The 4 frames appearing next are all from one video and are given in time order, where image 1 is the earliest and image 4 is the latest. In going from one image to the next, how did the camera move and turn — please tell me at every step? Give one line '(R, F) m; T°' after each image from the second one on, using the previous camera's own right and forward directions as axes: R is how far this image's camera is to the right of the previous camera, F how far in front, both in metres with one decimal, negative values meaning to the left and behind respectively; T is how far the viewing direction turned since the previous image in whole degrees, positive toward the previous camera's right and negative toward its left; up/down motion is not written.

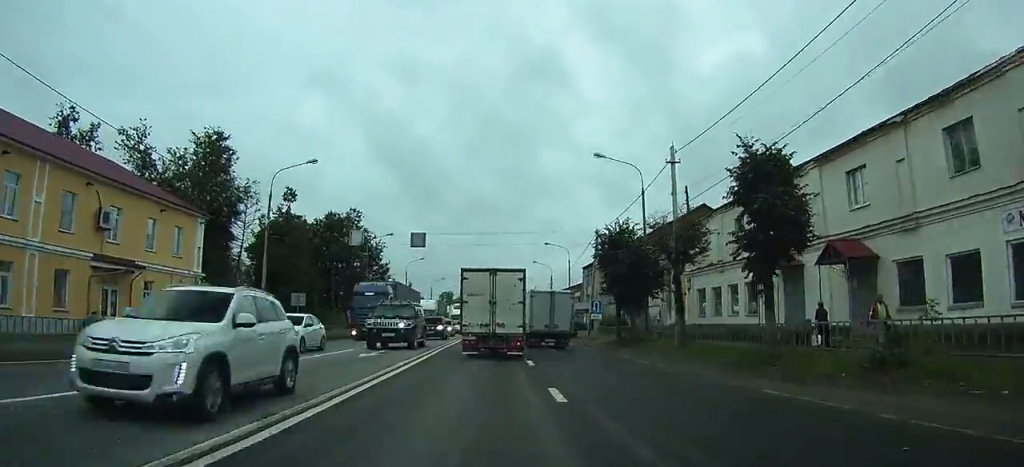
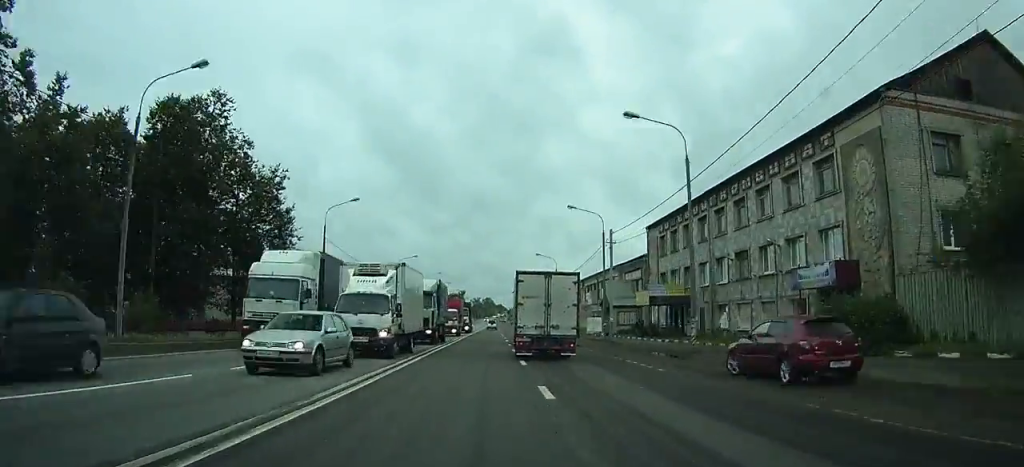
(+0.8, +41.3) m; +2°
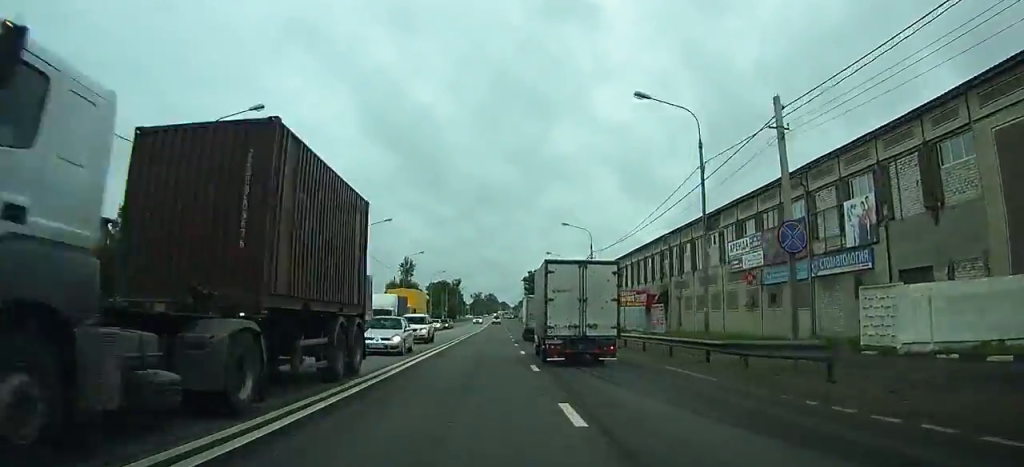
(0.0, +54.3) m; 0°
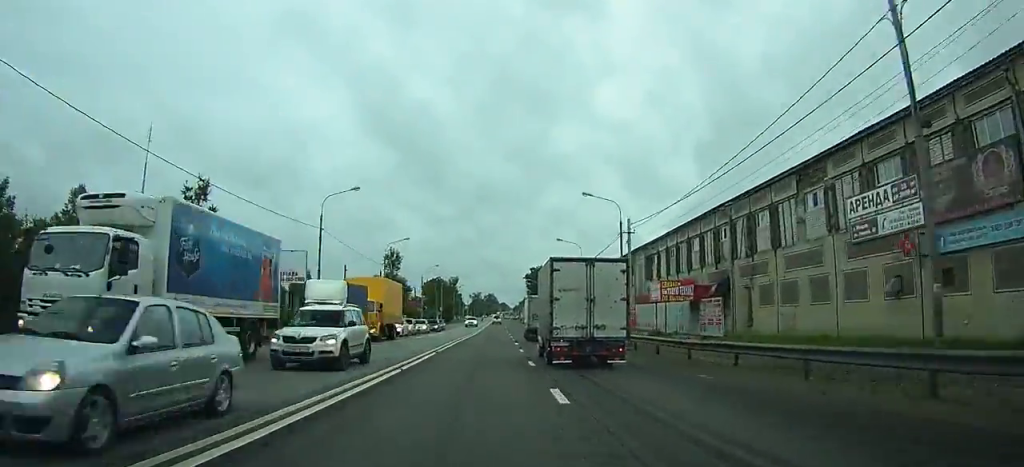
(0.0, +13.5) m; 0°
